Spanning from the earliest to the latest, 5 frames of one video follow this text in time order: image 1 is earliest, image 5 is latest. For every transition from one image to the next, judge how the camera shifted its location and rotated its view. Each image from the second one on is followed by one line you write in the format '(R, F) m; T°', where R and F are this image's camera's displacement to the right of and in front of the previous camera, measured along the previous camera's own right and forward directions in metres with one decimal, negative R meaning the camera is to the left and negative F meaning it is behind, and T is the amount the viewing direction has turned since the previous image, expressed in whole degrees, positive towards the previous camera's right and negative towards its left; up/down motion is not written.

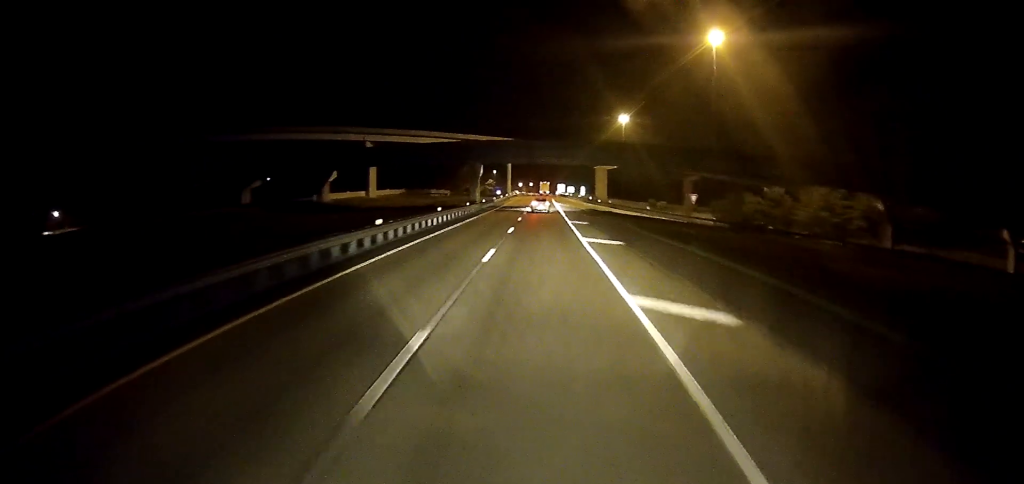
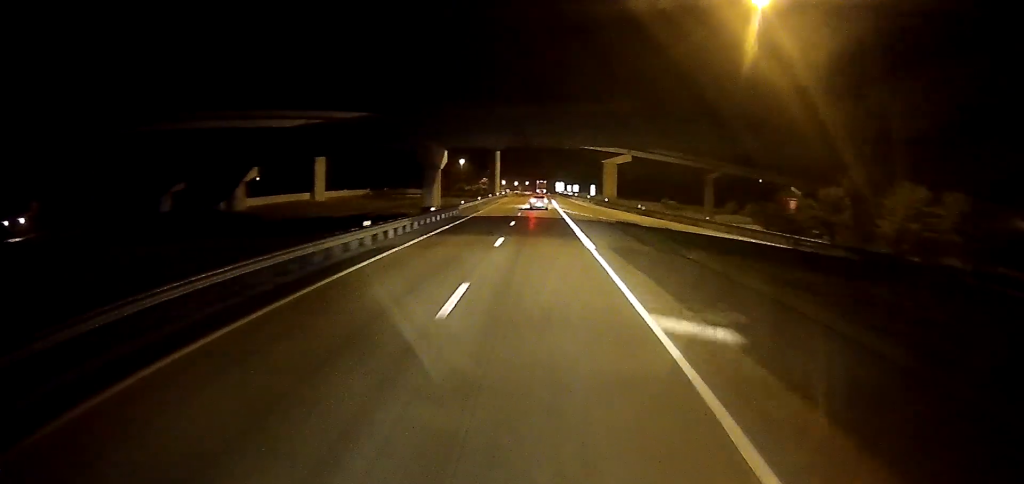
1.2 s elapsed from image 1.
(-0.6, +32.0) m; 0°
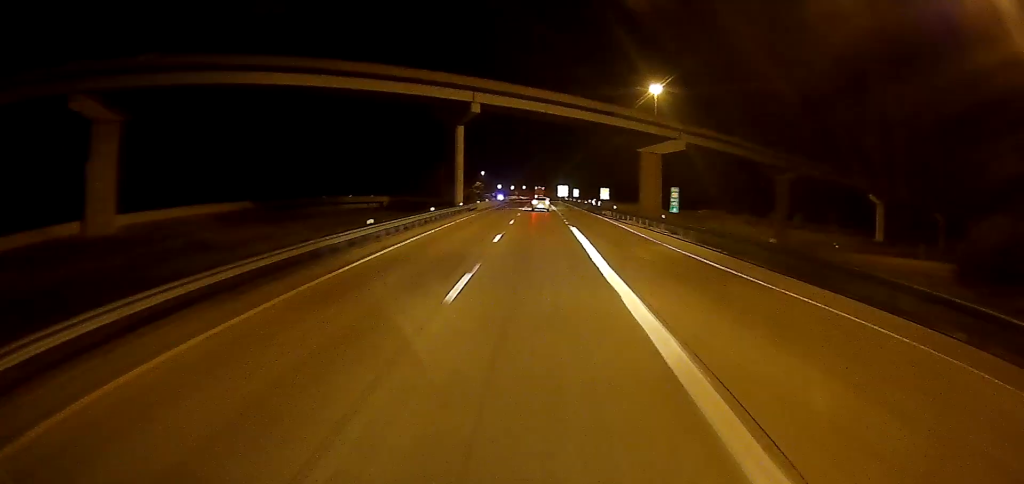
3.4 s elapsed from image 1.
(+1.6, +59.3) m; +1°
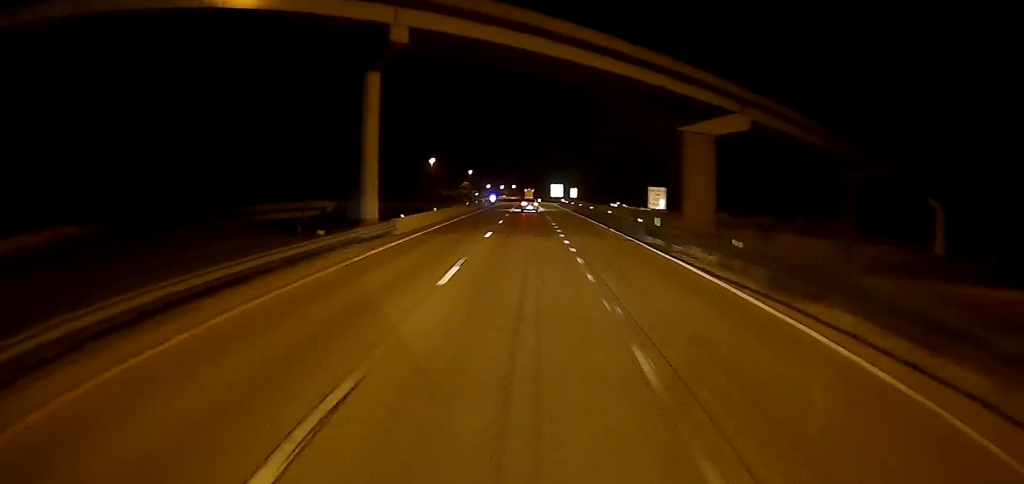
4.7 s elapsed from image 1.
(+0.1, +33.6) m; +2°
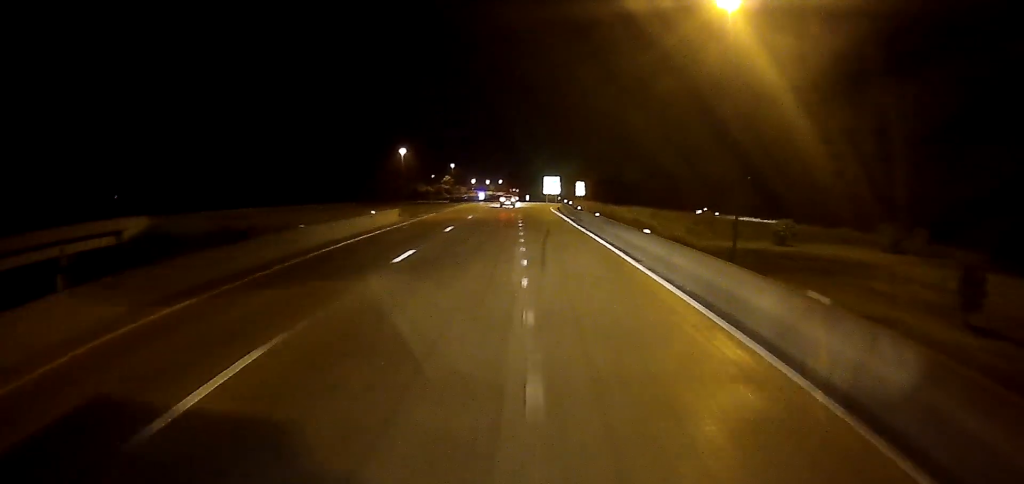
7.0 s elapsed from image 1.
(+0.7, +58.0) m; -1°
